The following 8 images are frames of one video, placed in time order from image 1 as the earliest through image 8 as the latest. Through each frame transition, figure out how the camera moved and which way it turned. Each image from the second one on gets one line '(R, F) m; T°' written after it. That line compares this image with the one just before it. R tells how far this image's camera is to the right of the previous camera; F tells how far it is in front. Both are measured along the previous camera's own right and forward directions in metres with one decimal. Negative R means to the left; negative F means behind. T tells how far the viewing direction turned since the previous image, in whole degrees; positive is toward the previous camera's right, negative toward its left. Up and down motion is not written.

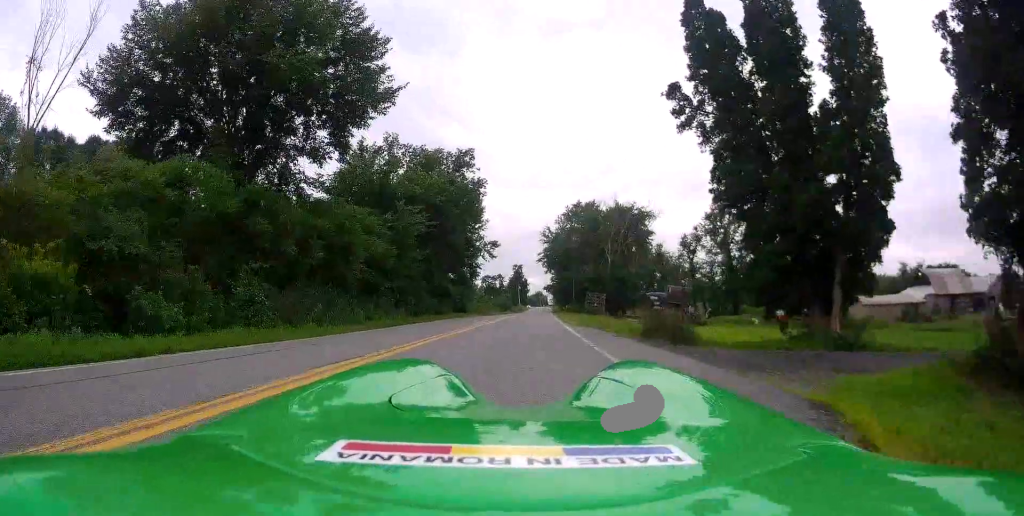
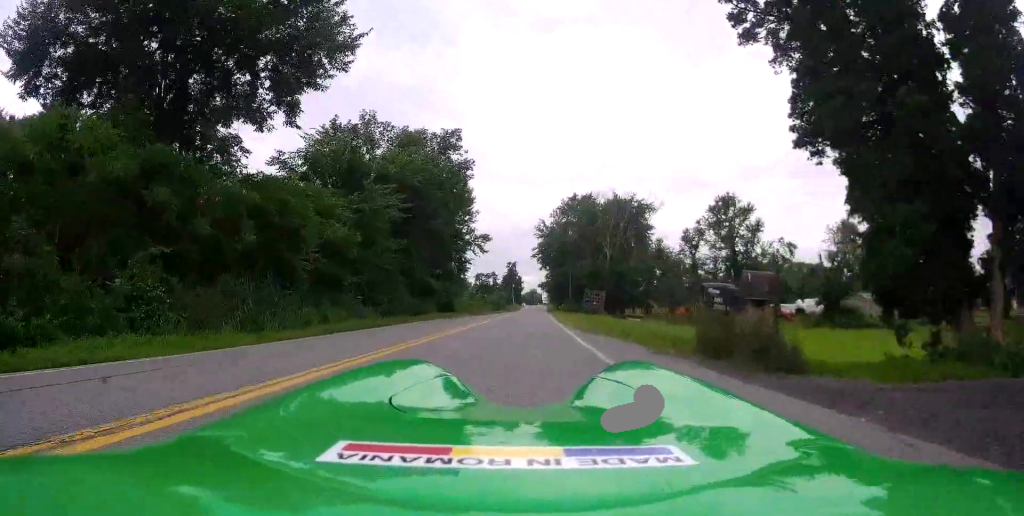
(0.0, +5.2) m; 0°
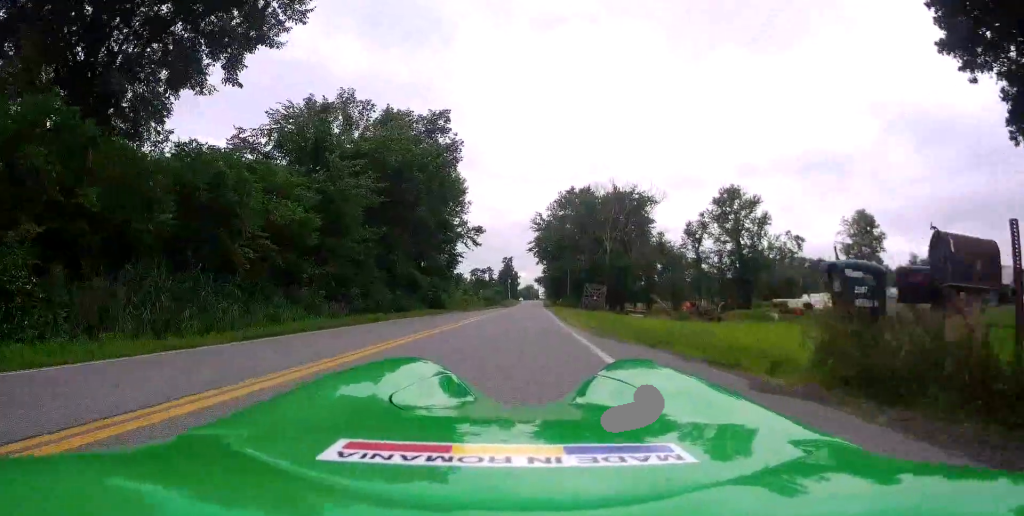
(0.0, +4.3) m; 0°
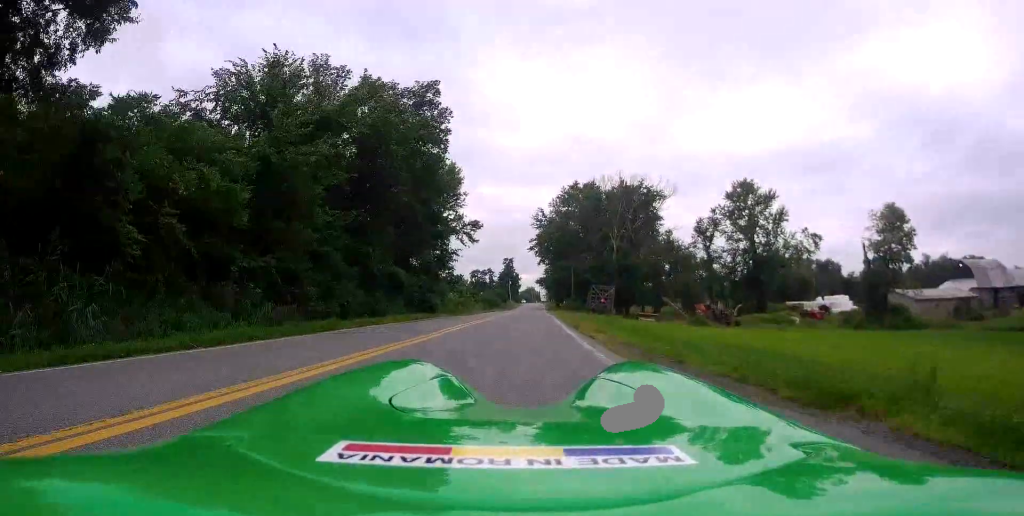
(0.0, +4.5) m; 0°
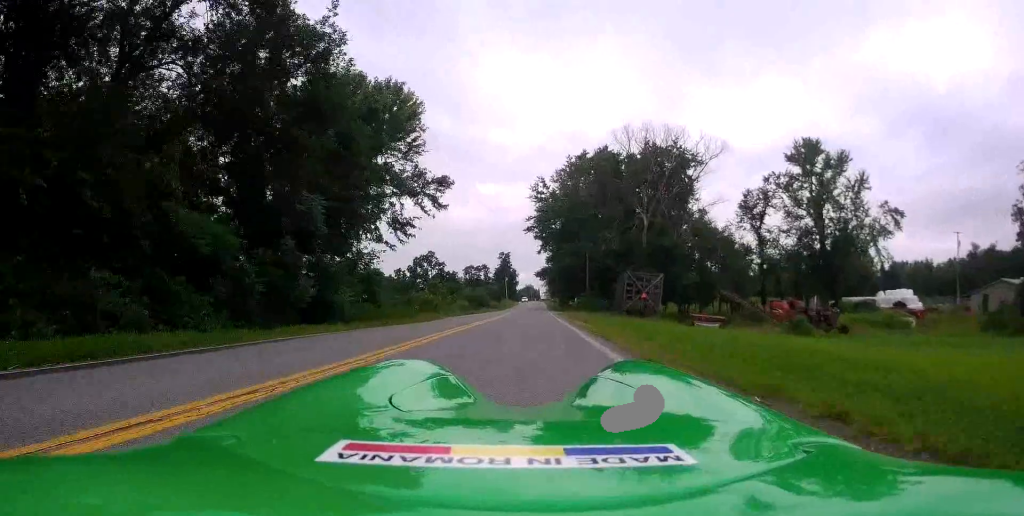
(-0.2, +21.9) m; -2°
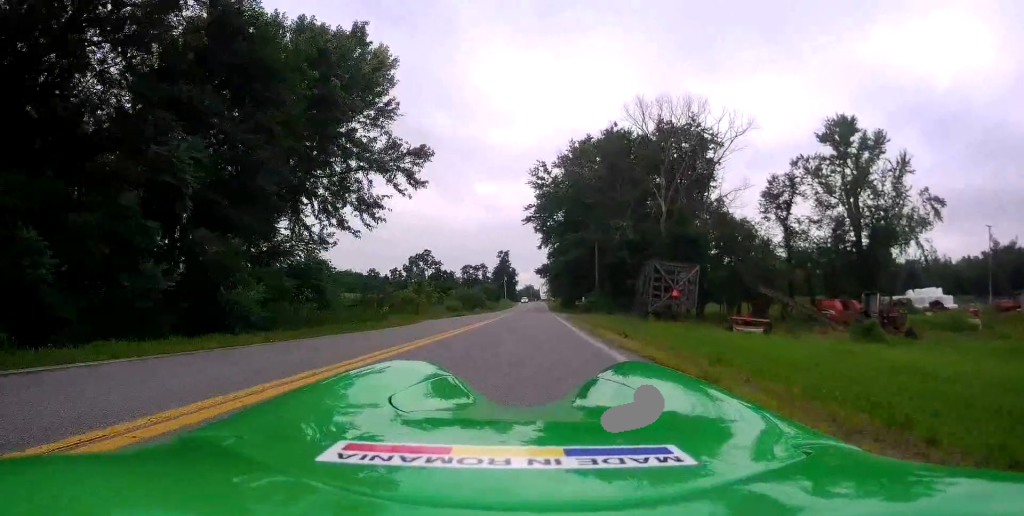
(-0.2, +9.0) m; -2°
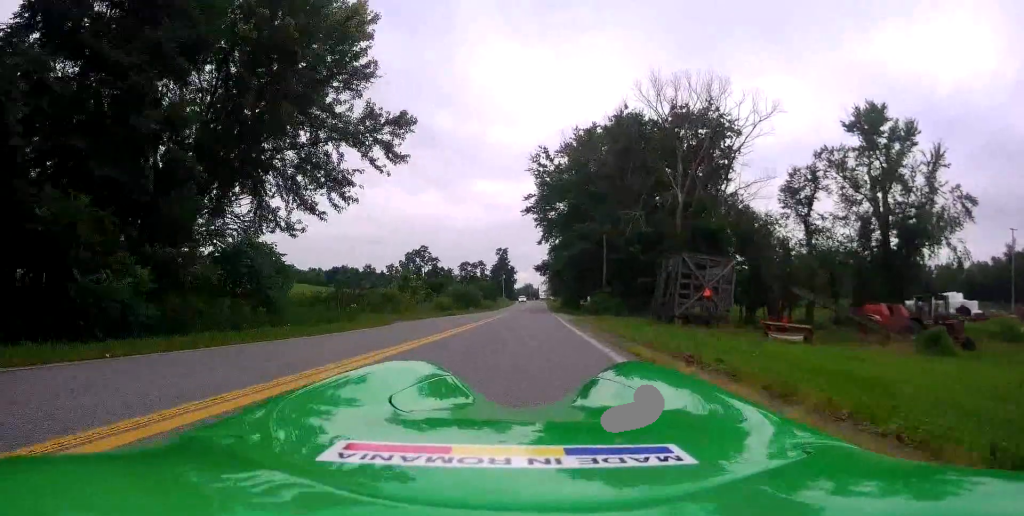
(0.0, +5.7) m; 0°
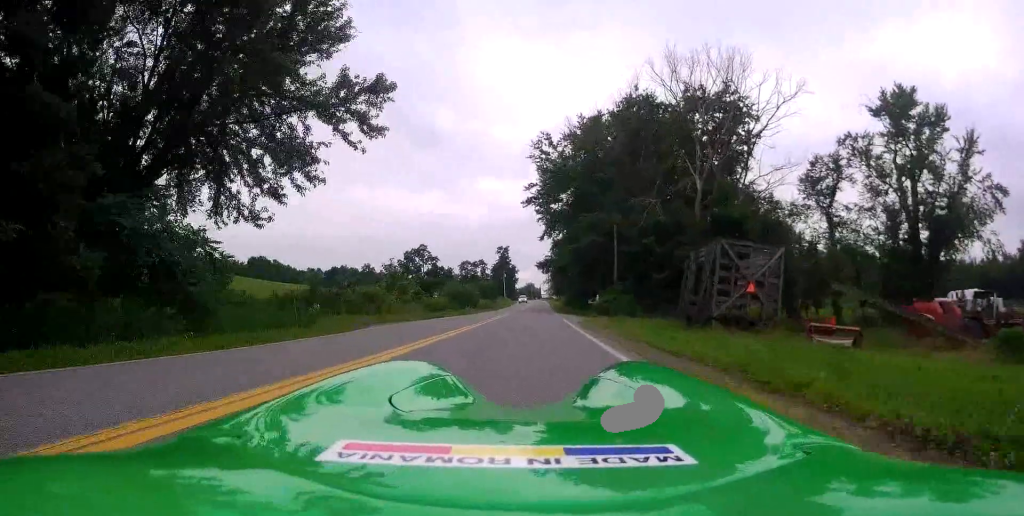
(0.0, +4.7) m; 0°
